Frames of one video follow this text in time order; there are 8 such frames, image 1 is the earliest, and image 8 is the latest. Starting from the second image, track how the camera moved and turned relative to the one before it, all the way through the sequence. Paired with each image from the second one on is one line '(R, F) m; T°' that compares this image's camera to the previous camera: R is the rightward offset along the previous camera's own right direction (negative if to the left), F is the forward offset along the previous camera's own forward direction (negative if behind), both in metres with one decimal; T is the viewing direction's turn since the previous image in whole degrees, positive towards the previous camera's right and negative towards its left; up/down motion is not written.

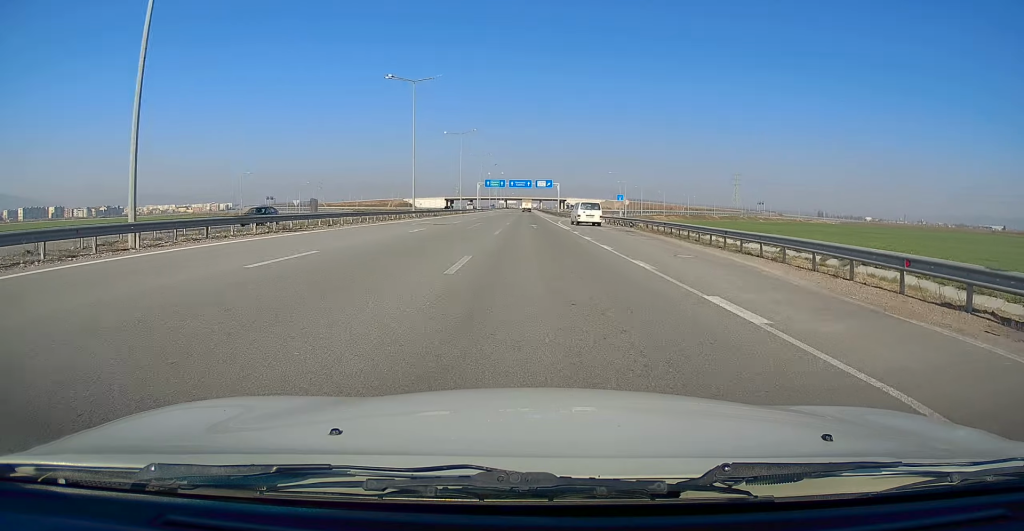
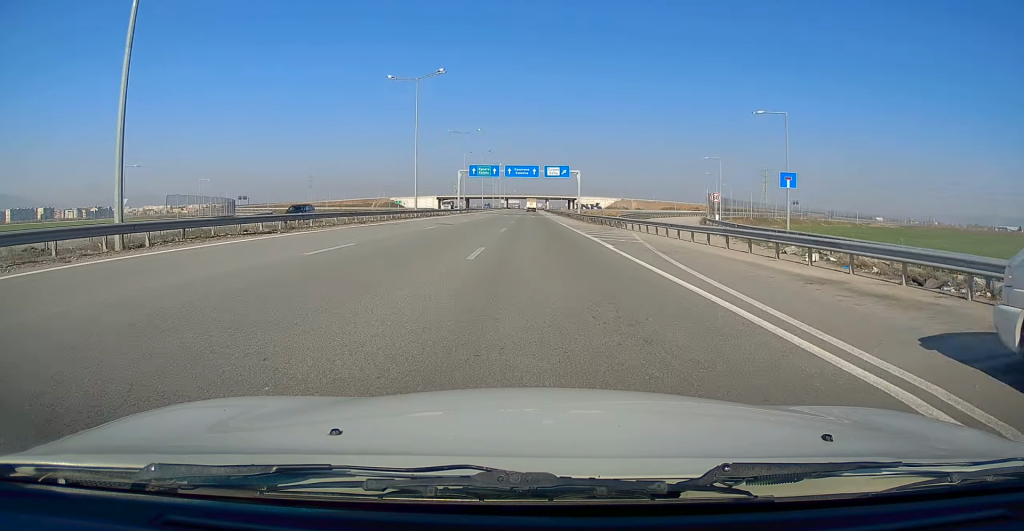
(-0.5, +45.4) m; 0°
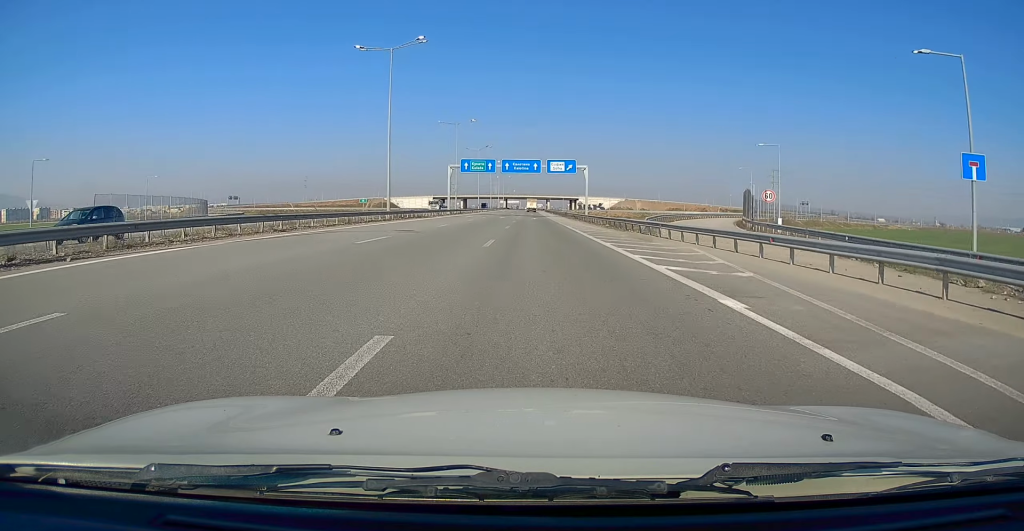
(+0.1, +12.0) m; +1°
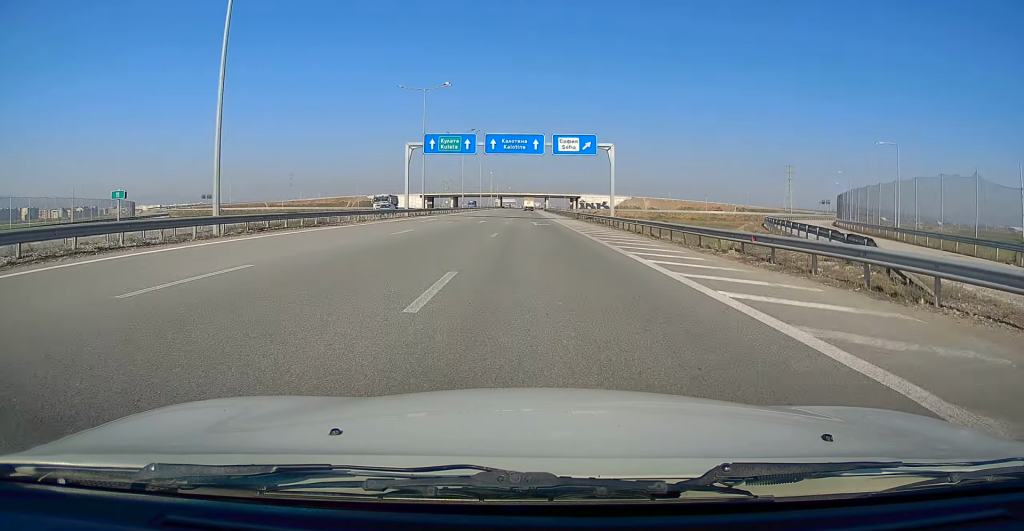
(+0.1, +27.2) m; 0°
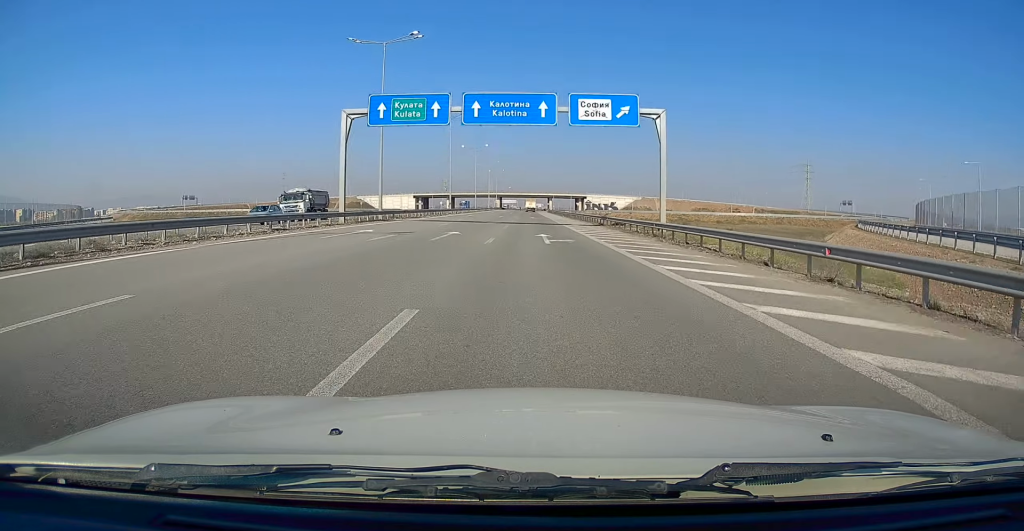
(0.0, +19.9) m; -1°
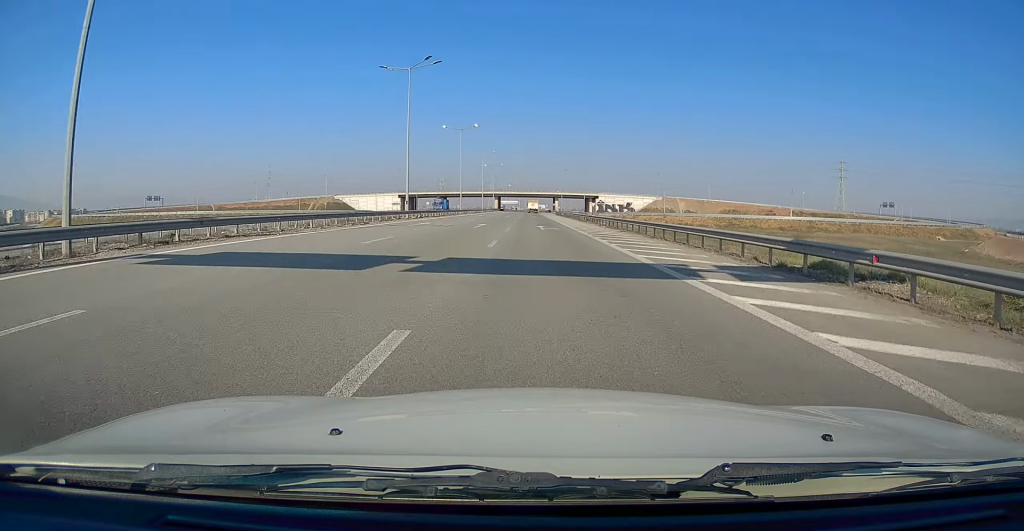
(-0.6, +33.4) m; -1°
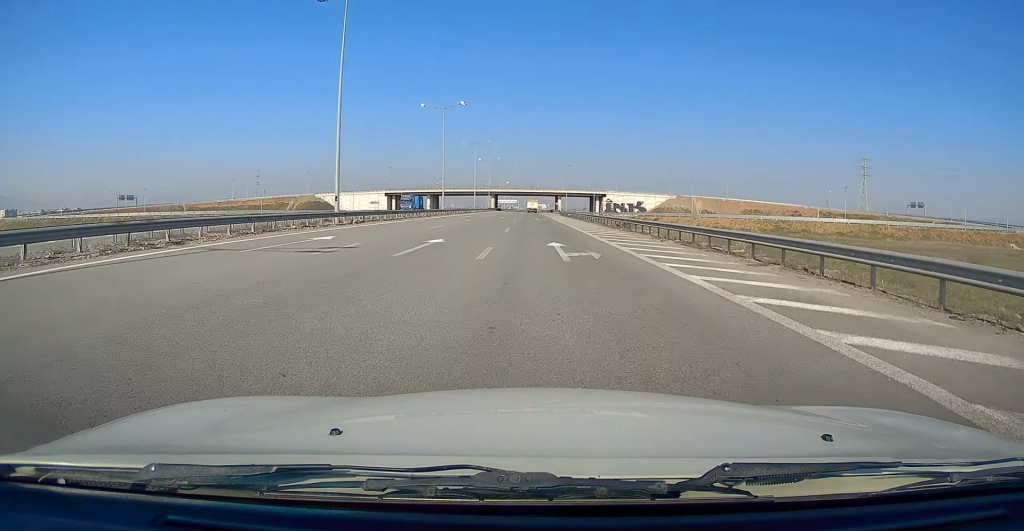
(0.0, +20.7) m; +1°
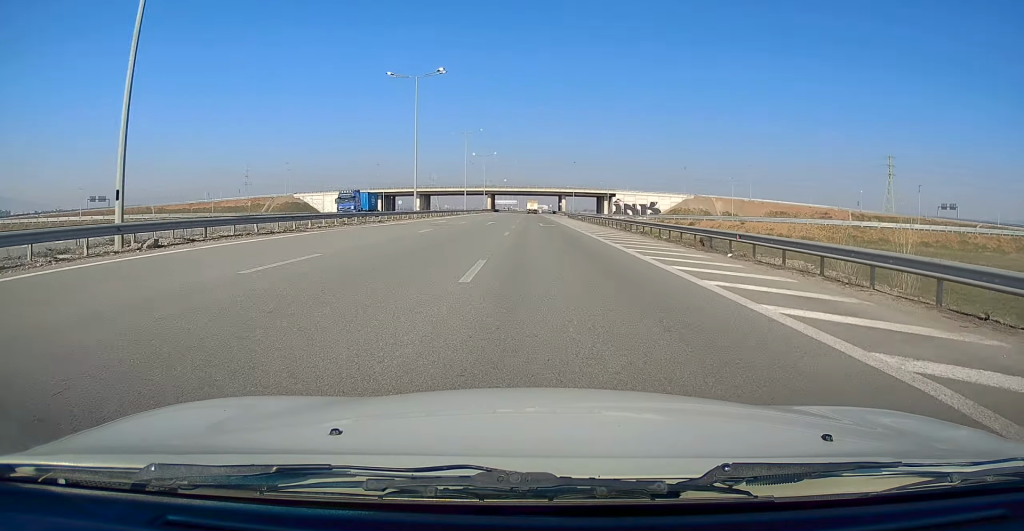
(+0.4, +19.9) m; 0°
